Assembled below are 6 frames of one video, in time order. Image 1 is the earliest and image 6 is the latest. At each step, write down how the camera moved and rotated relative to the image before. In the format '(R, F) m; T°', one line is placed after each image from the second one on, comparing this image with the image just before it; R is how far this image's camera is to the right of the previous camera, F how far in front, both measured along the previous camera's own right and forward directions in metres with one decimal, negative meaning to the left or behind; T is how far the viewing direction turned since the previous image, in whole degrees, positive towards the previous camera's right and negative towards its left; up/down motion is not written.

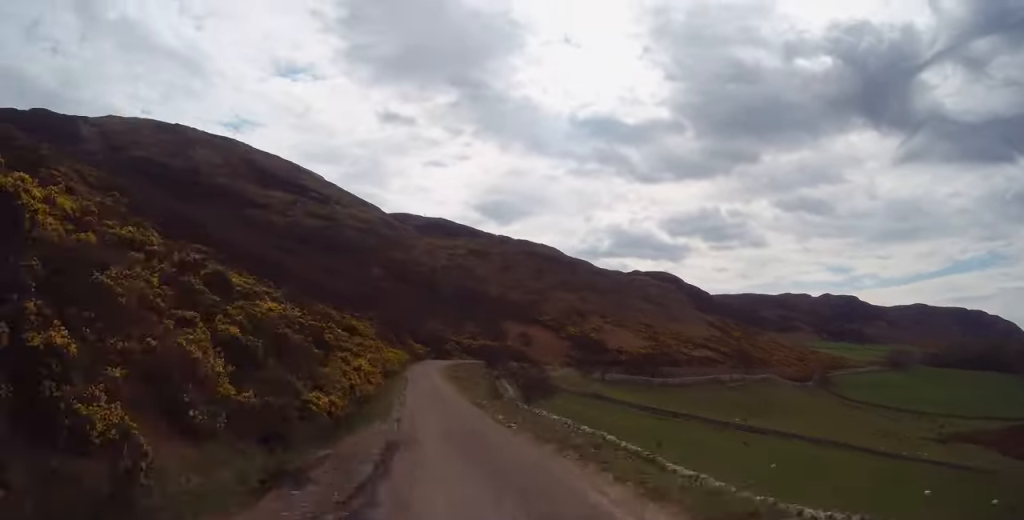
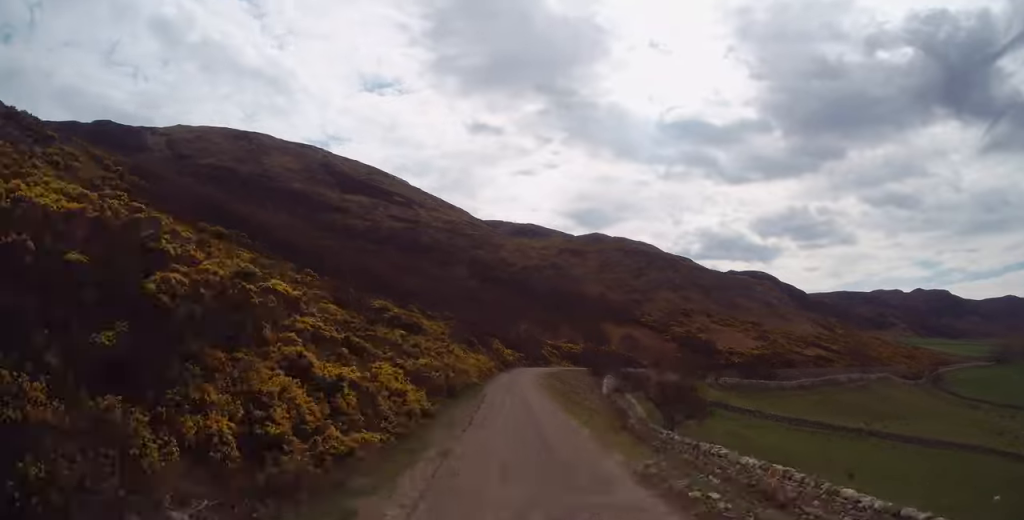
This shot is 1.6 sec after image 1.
(-1.9, +20.5) m; -3°
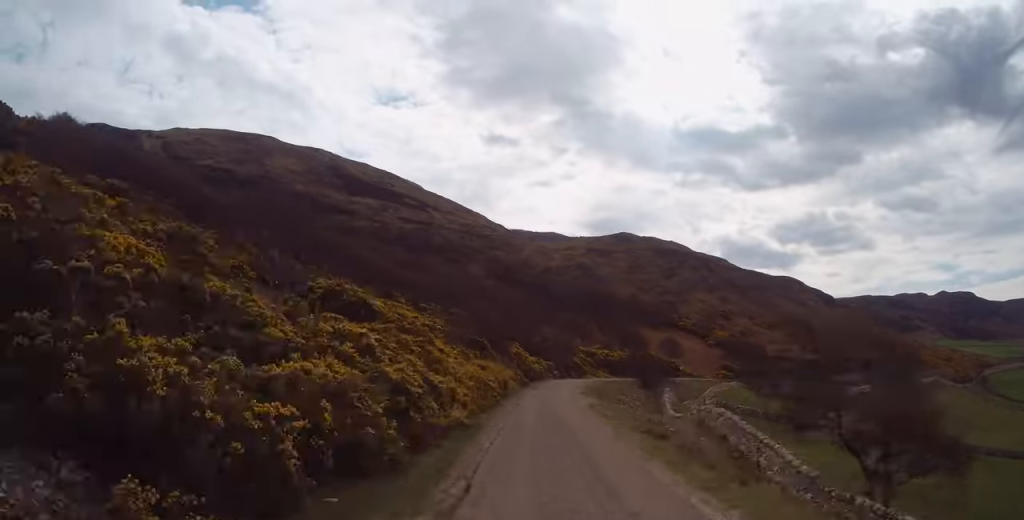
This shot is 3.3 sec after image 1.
(-0.4, +22.2) m; +1°
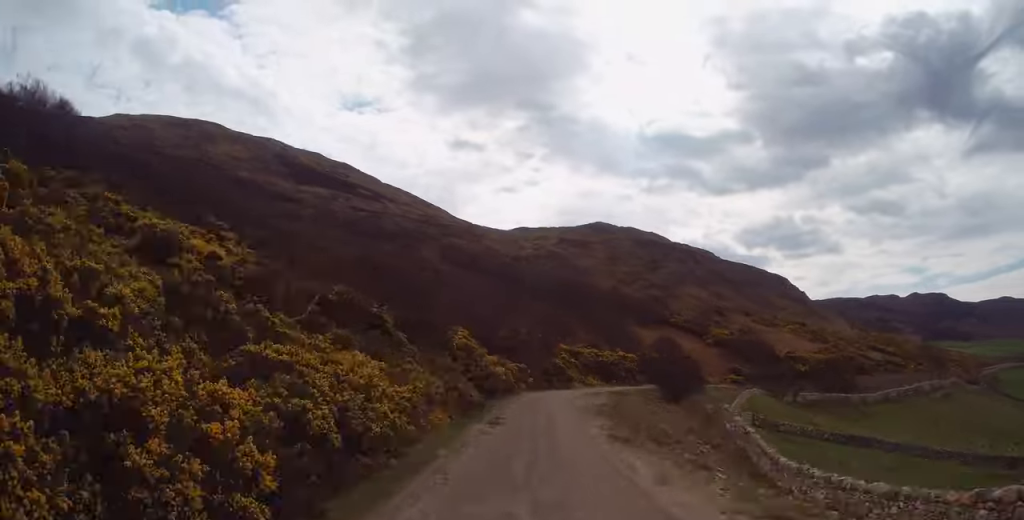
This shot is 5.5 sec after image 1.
(-0.7, +27.2) m; +5°
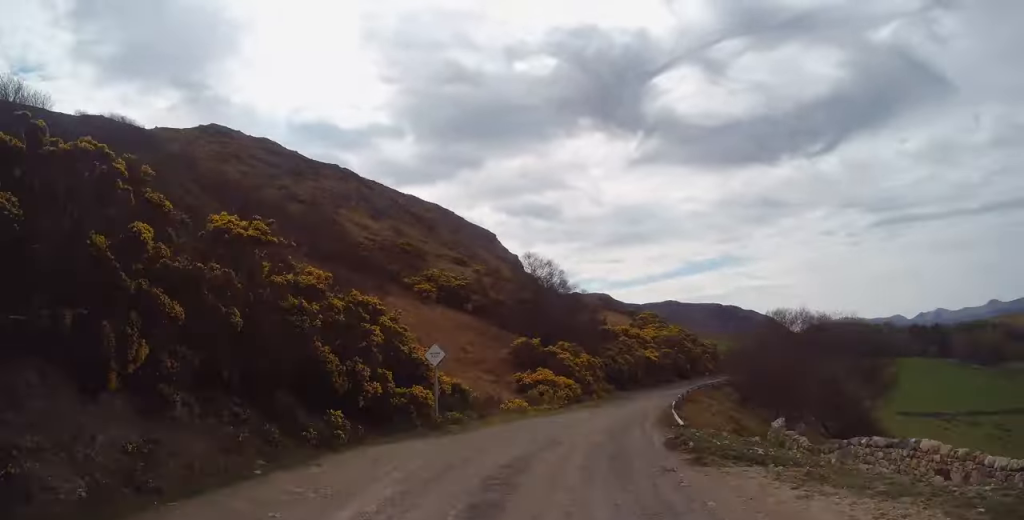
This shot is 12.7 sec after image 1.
(+24.1, +83.9) m; +34°
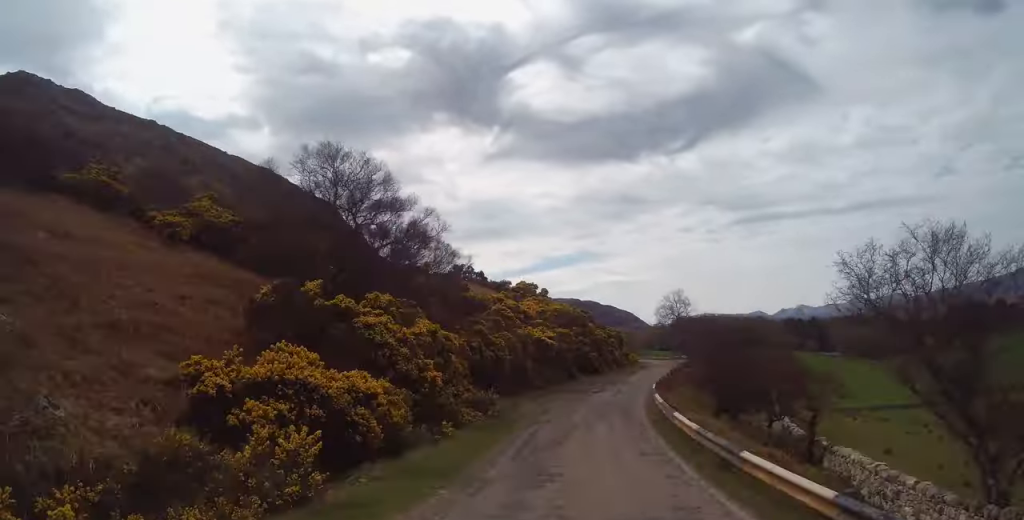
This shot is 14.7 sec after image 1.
(+1.1, +24.3) m; +9°
